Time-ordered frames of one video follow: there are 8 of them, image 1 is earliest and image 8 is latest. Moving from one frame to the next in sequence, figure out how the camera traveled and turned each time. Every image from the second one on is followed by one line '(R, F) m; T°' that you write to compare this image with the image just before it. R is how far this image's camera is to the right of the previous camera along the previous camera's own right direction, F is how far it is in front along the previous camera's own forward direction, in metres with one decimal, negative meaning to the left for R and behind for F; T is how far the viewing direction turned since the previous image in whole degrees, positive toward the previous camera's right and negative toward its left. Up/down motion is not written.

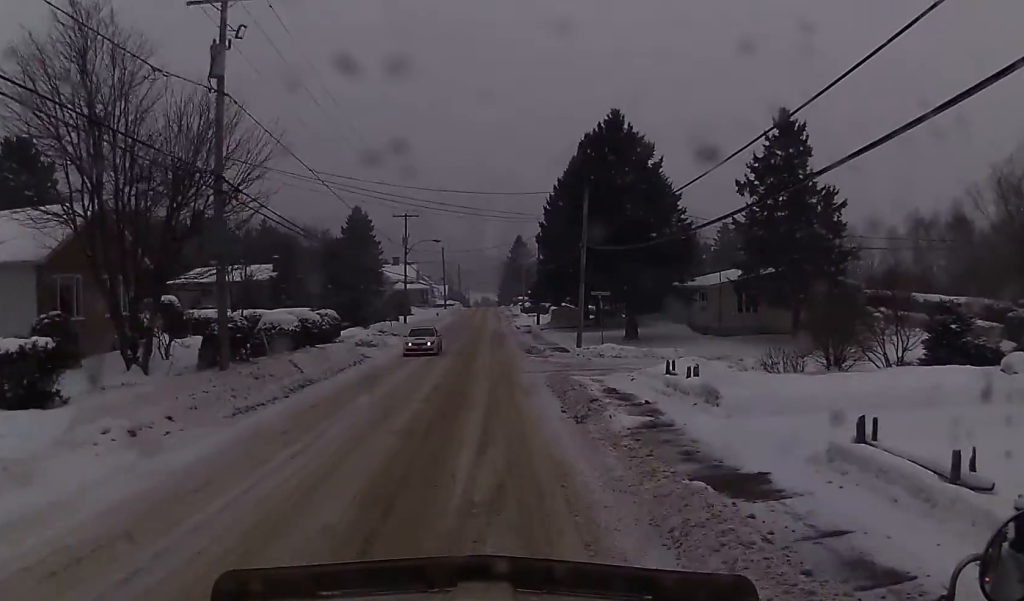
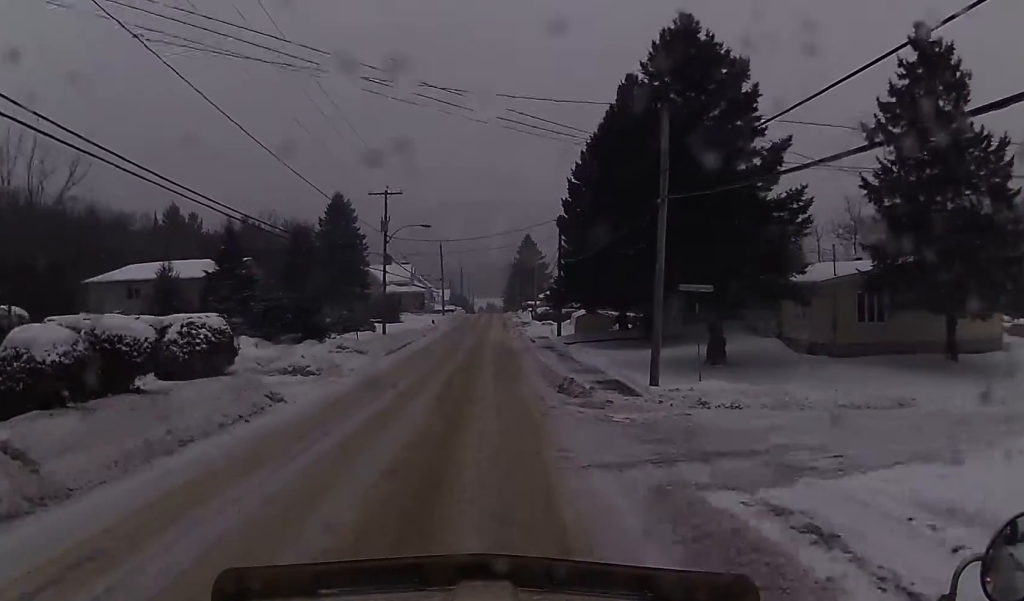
(-0.1, +16.4) m; +1°
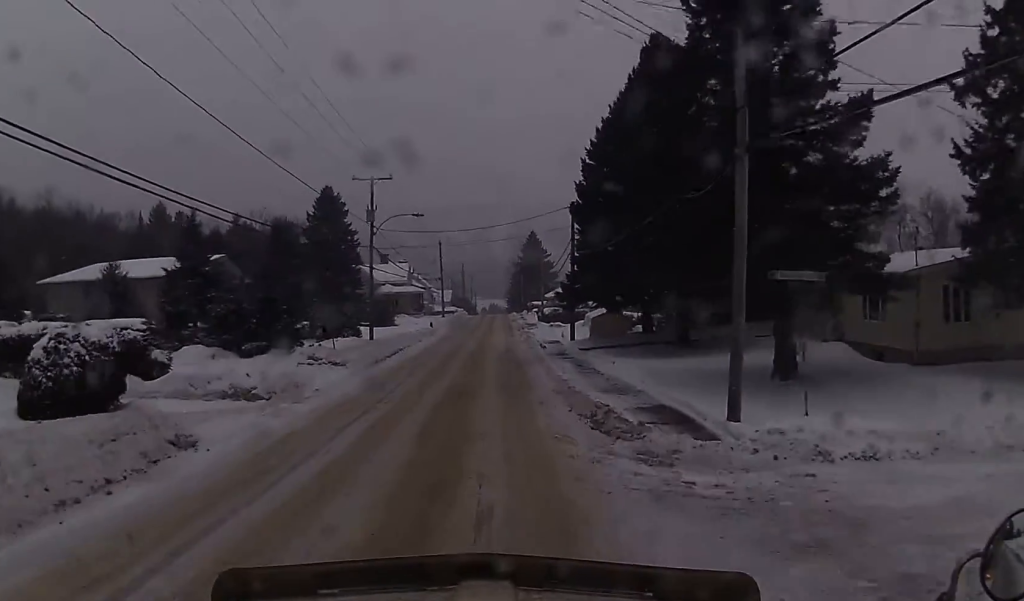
(+0.2, +6.9) m; 0°
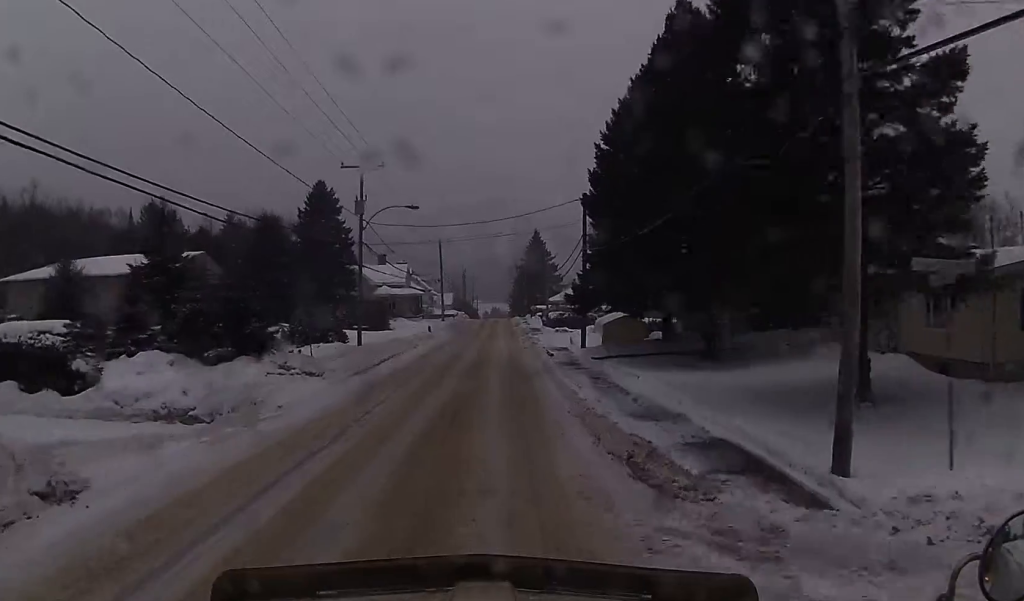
(+0.1, +4.6) m; 0°
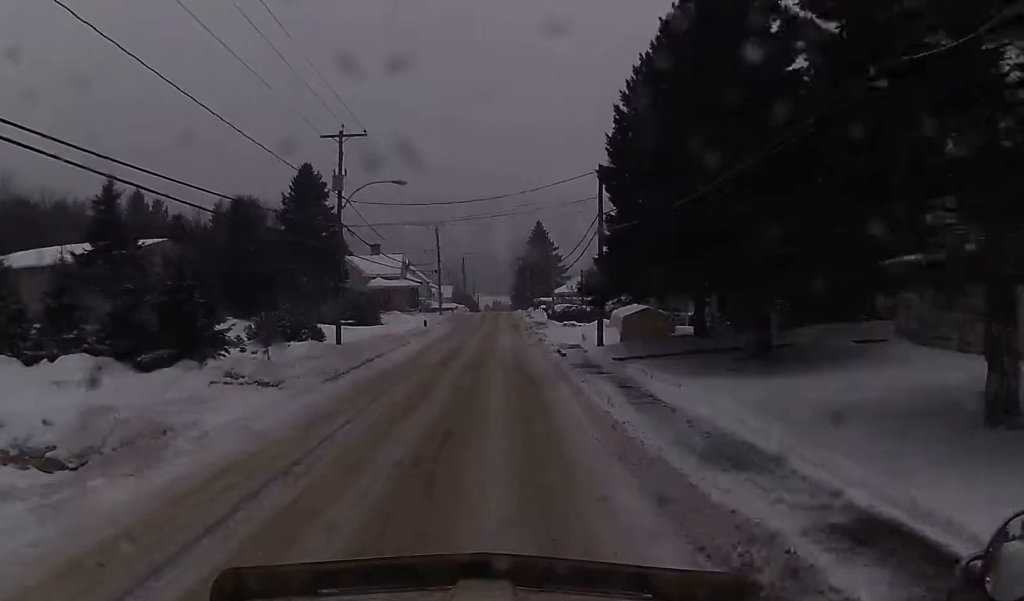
(-0.2, +5.9) m; -1°
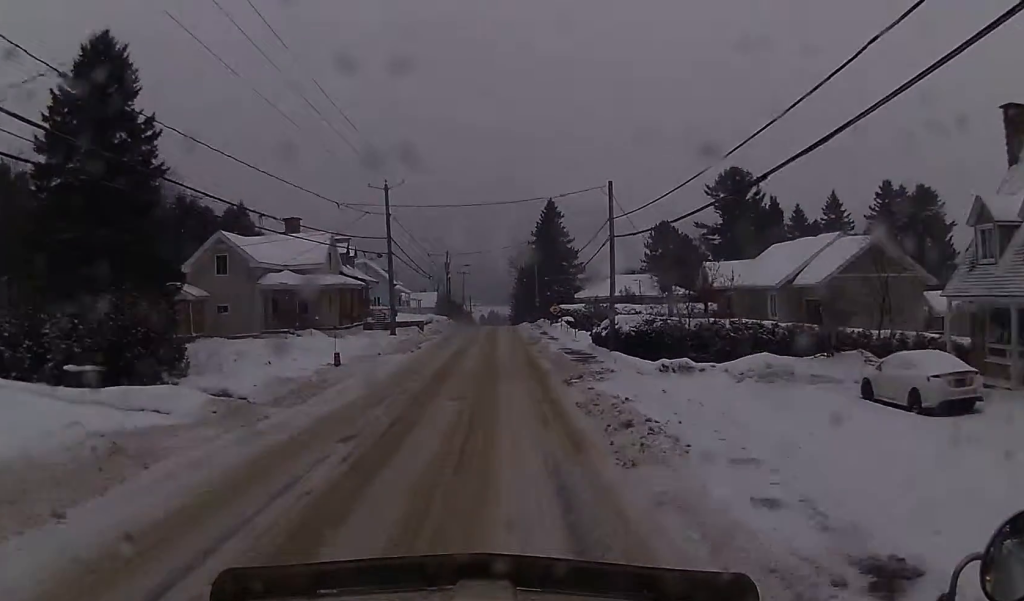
(-0.9, +38.0) m; -1°
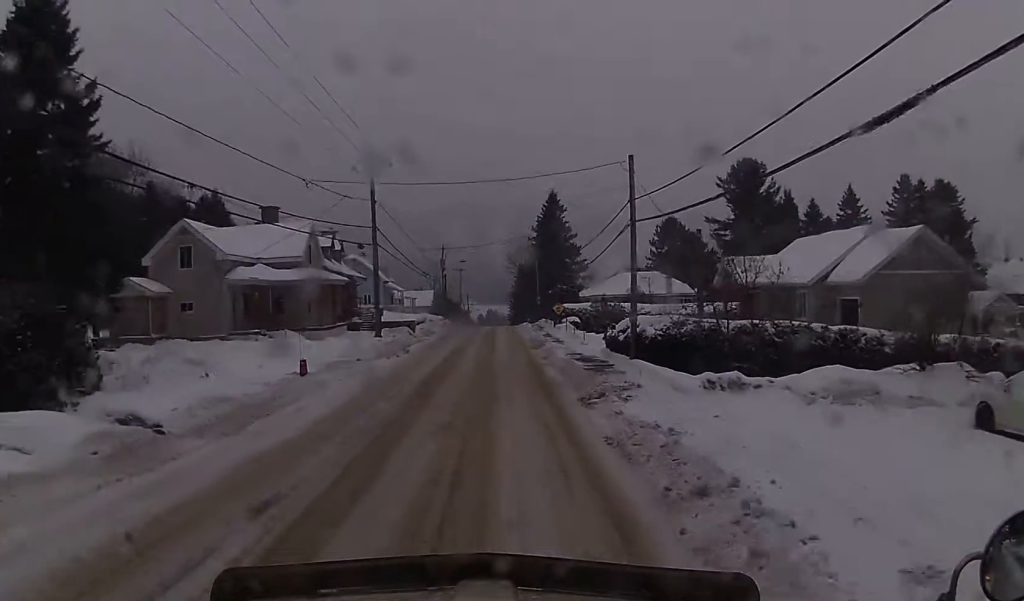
(0.0, +5.5) m; 0°
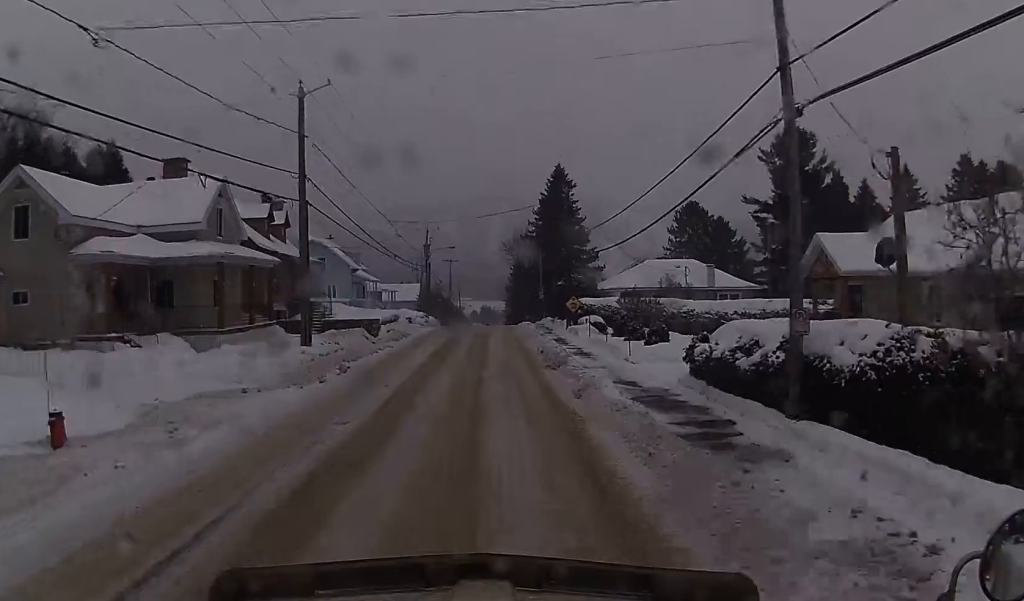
(+0.1, +15.9) m; 0°
